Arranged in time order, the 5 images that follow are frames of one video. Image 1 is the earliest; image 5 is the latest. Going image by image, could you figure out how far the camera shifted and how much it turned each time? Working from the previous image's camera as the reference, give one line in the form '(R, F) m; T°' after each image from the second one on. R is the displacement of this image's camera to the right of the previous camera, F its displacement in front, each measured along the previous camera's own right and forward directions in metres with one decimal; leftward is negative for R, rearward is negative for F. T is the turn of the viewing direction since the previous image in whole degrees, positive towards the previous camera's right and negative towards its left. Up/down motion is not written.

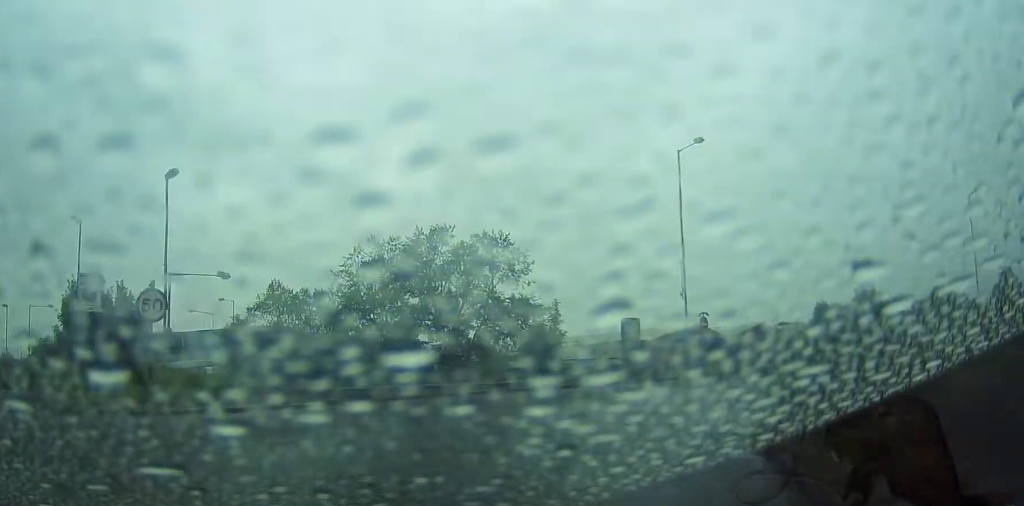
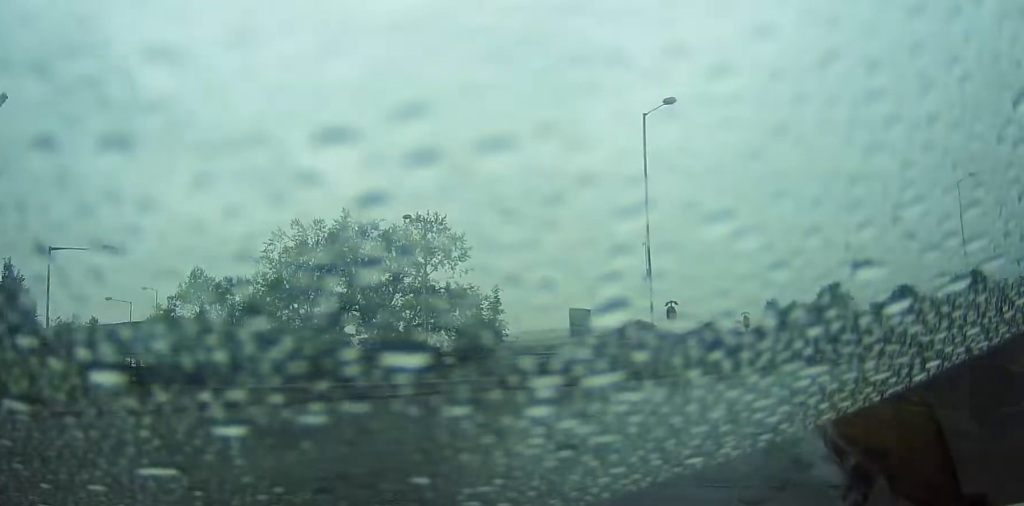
(+0.3, +5.3) m; +8°
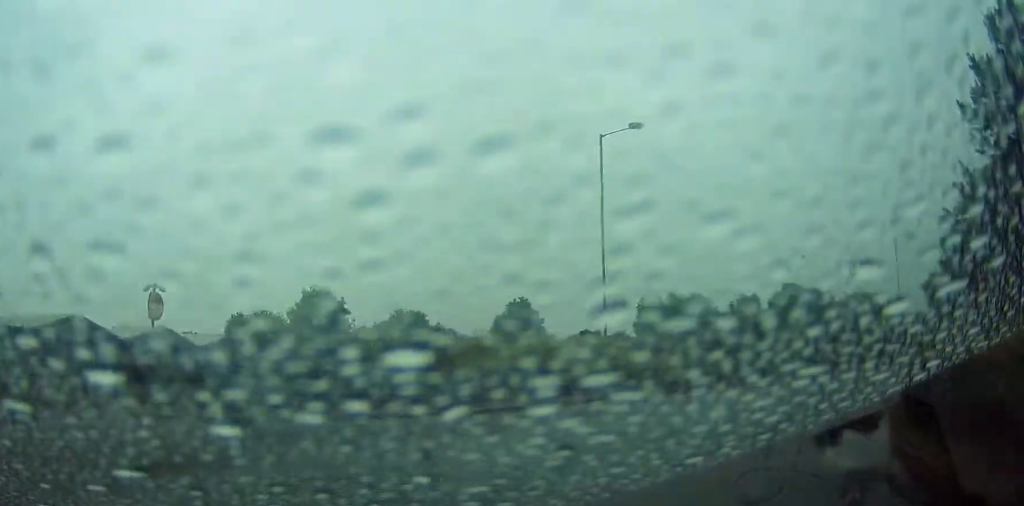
(+7.6, +20.6) m; +45°
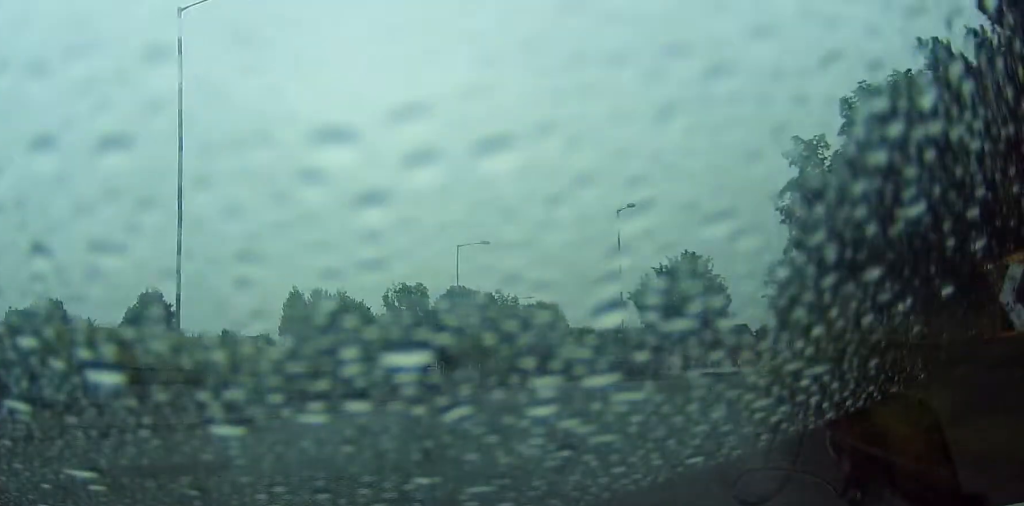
(+3.6, +12.9) m; +22°
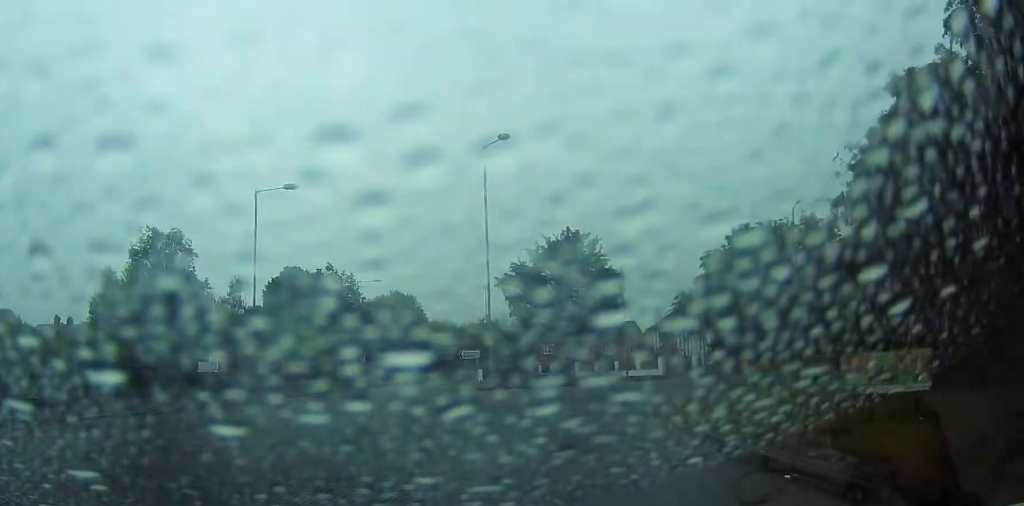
(+1.2, +14.8) m; +10°
